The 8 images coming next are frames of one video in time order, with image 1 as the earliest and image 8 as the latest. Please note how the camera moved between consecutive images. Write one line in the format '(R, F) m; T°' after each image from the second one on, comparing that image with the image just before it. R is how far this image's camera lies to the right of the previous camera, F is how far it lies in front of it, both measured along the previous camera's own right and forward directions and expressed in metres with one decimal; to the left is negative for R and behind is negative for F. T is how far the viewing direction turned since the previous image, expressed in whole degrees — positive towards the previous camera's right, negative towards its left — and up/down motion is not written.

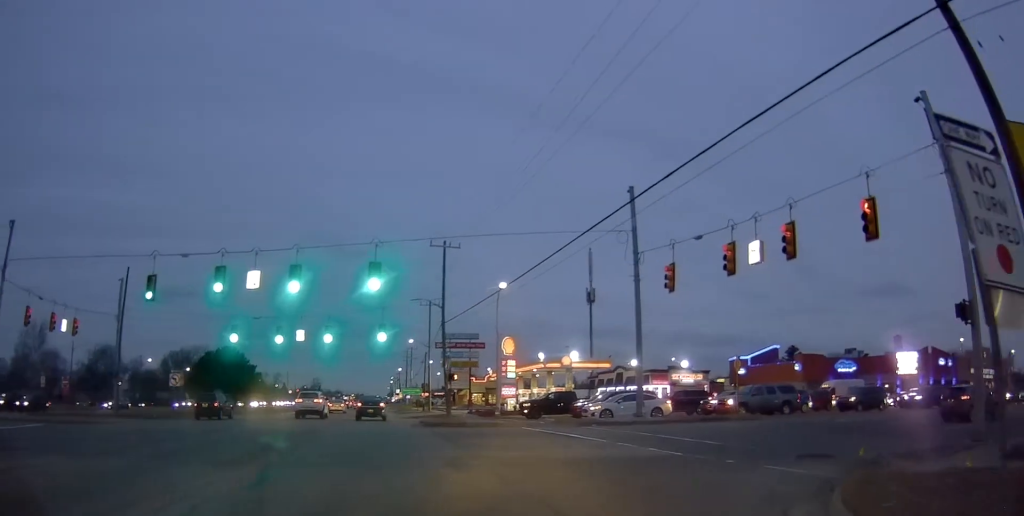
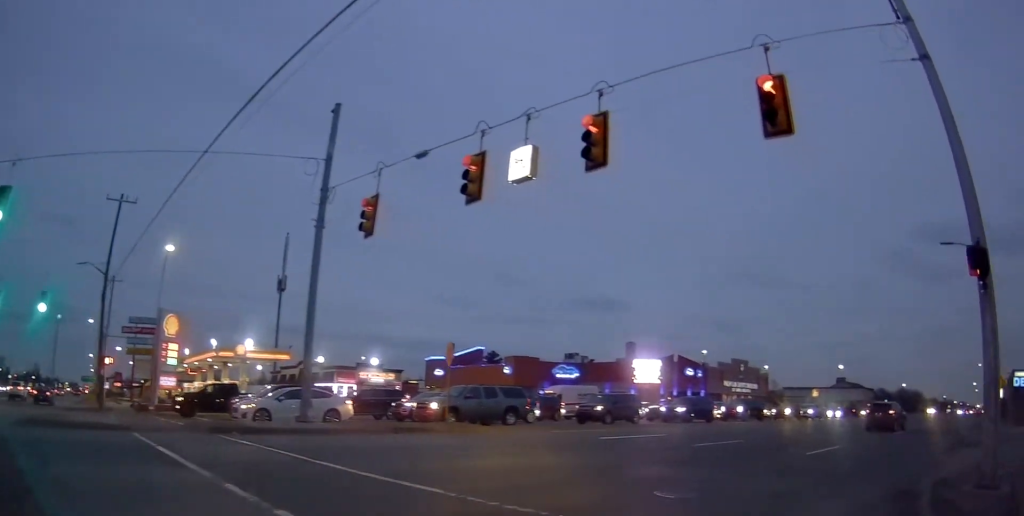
(+1.2, +9.9) m; +29°
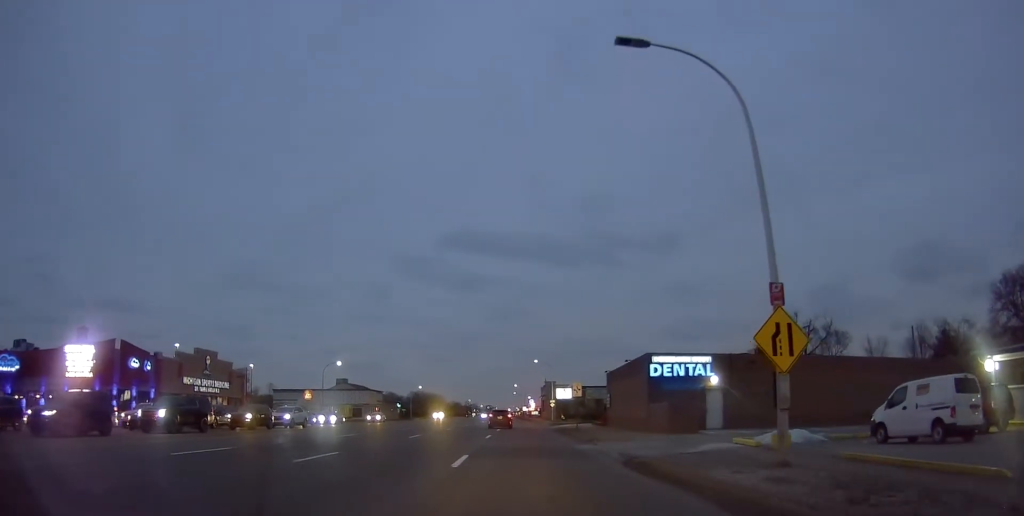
(+9.2, +13.7) m; +48°
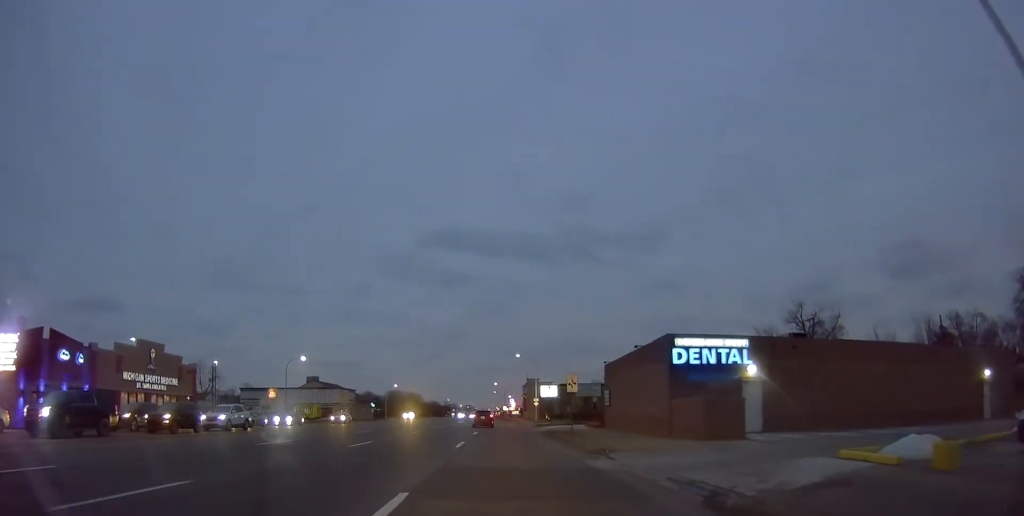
(+0.3, +6.5) m; +2°
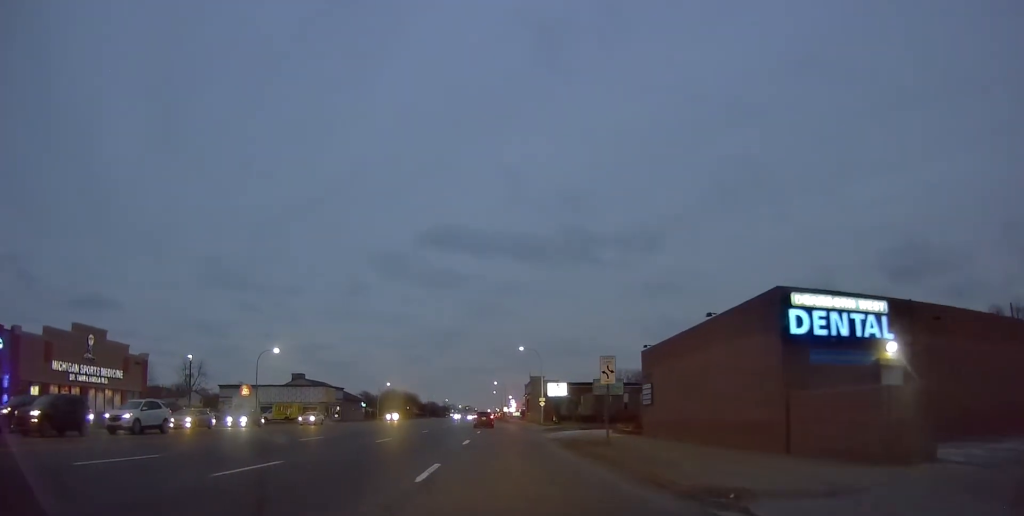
(0.0, +9.6) m; 0°
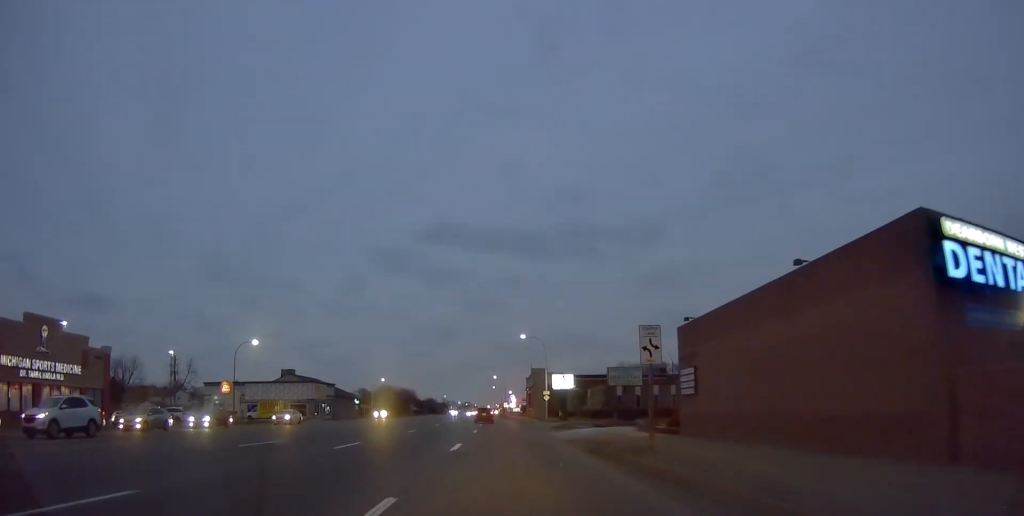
(0.0, +6.4) m; +2°
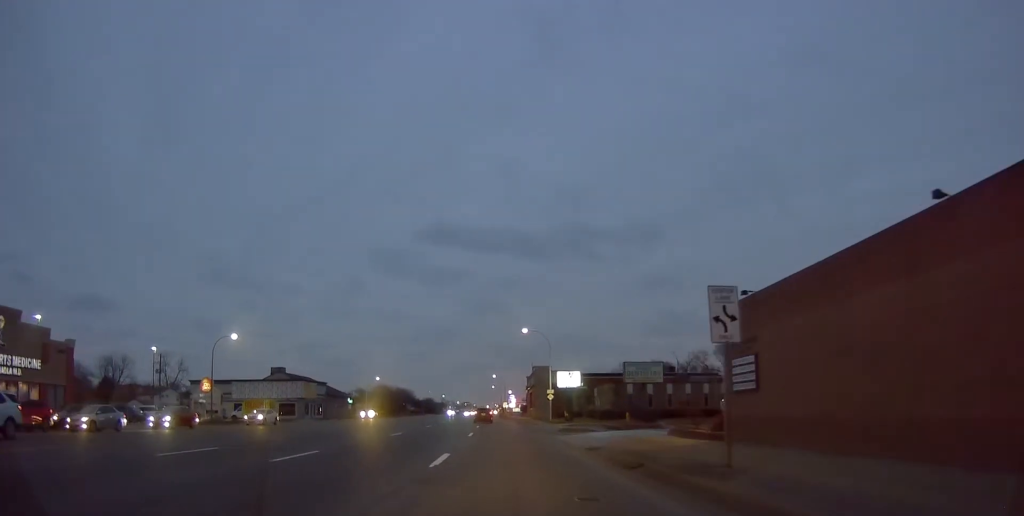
(-0.2, +5.3) m; +2°
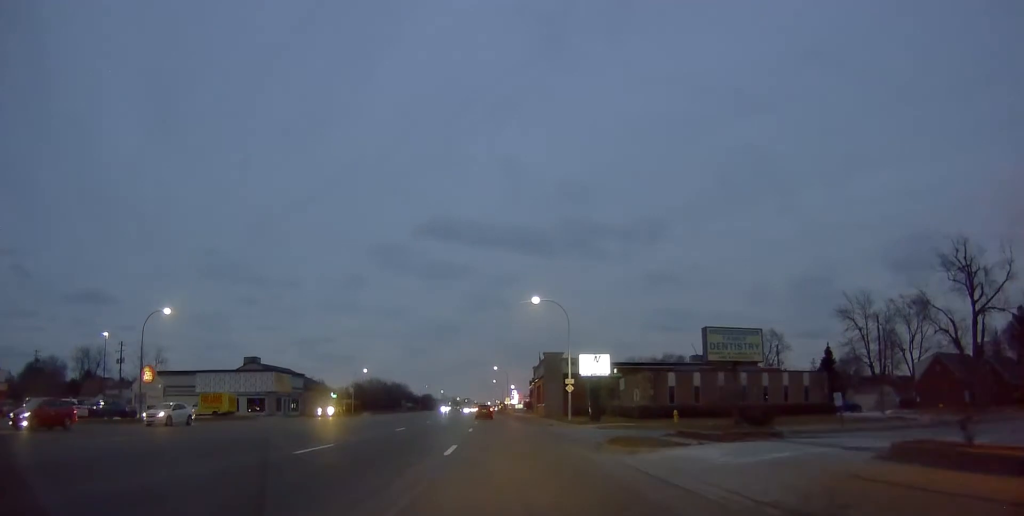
(+1.0, +13.9) m; 0°
